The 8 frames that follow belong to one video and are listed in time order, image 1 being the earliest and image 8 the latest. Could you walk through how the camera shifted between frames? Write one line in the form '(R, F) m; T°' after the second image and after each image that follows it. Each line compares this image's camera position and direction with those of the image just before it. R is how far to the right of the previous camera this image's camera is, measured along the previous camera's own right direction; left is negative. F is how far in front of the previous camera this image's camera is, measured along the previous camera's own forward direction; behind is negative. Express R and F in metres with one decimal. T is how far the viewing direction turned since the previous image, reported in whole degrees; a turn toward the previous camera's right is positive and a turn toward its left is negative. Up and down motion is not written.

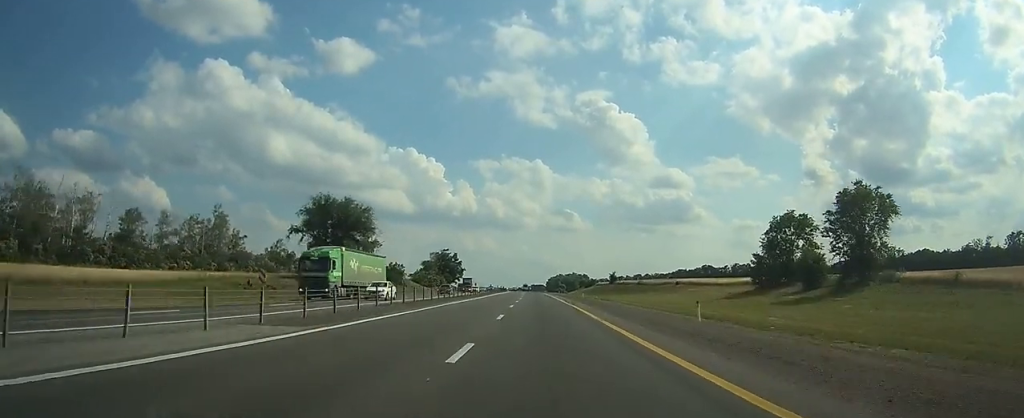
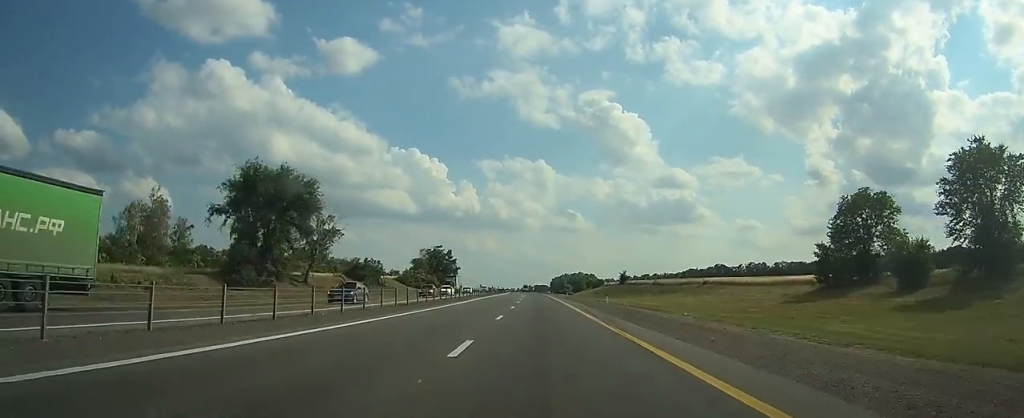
(-0.1, +23.1) m; 0°
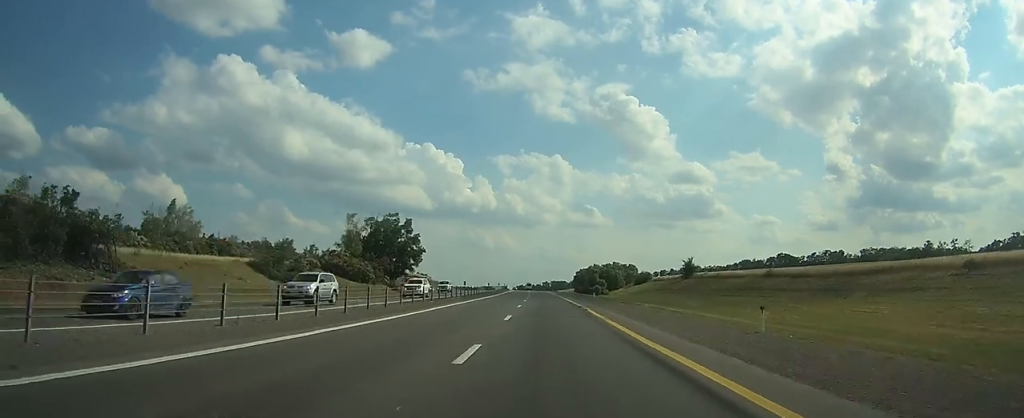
(-0.5, +84.3) m; -1°
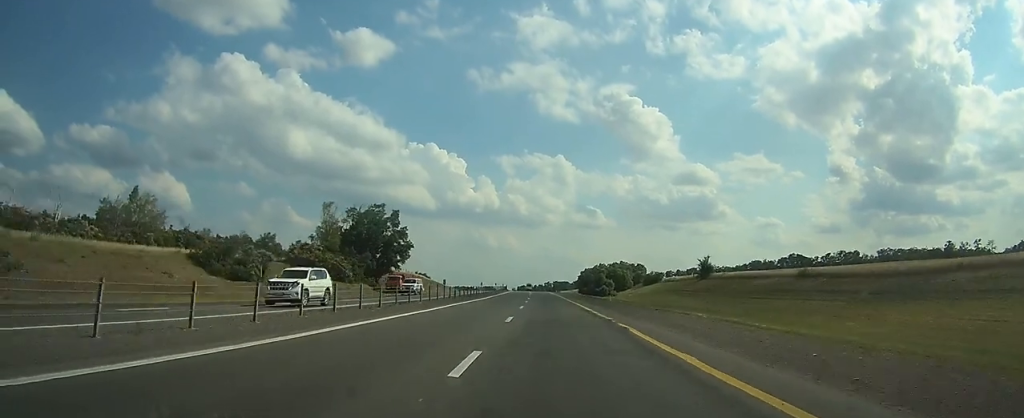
(0.0, +13.4) m; -1°
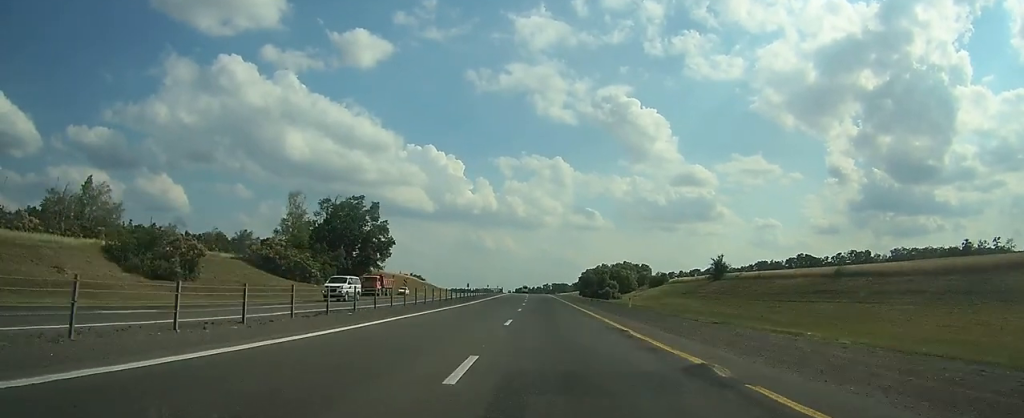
(-0.1, +12.5) m; 0°
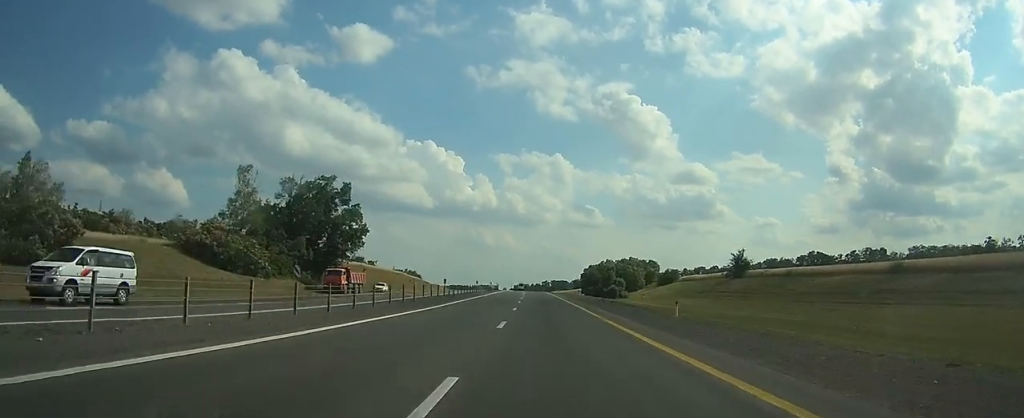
(-0.1, +14.5) m; 0°
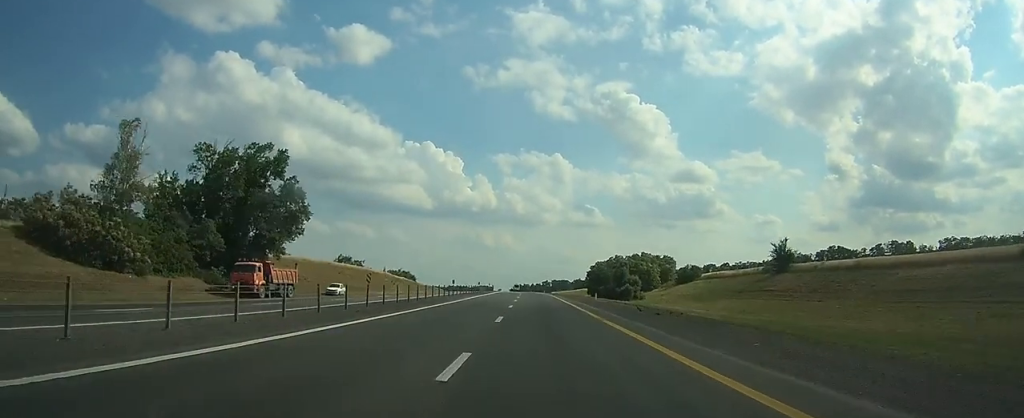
(-0.1, +21.3) m; 0°
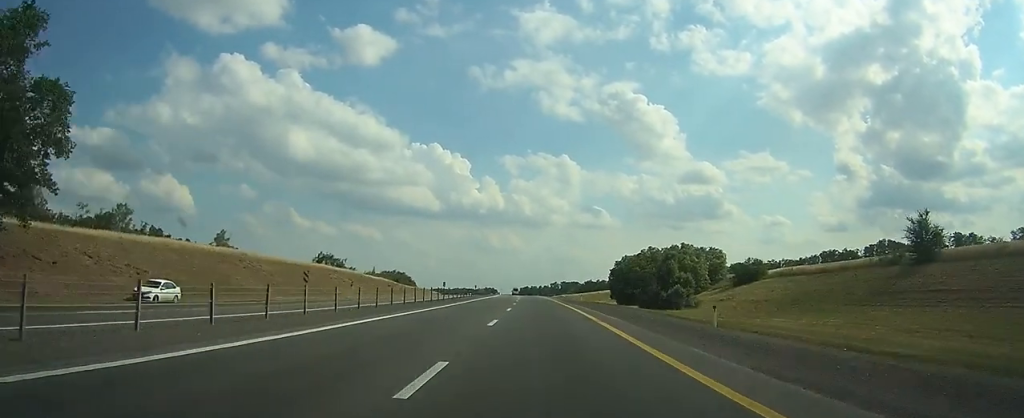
(0.0, +36.9) m; 0°
